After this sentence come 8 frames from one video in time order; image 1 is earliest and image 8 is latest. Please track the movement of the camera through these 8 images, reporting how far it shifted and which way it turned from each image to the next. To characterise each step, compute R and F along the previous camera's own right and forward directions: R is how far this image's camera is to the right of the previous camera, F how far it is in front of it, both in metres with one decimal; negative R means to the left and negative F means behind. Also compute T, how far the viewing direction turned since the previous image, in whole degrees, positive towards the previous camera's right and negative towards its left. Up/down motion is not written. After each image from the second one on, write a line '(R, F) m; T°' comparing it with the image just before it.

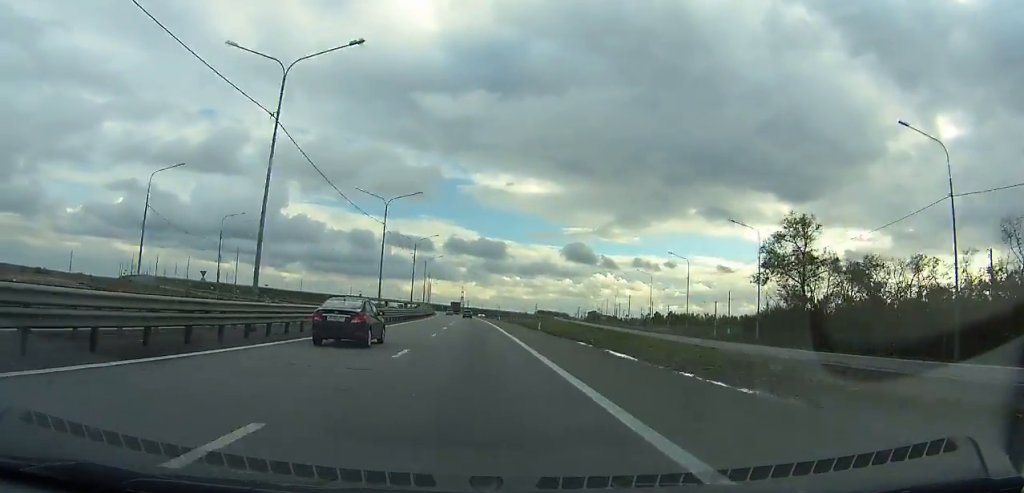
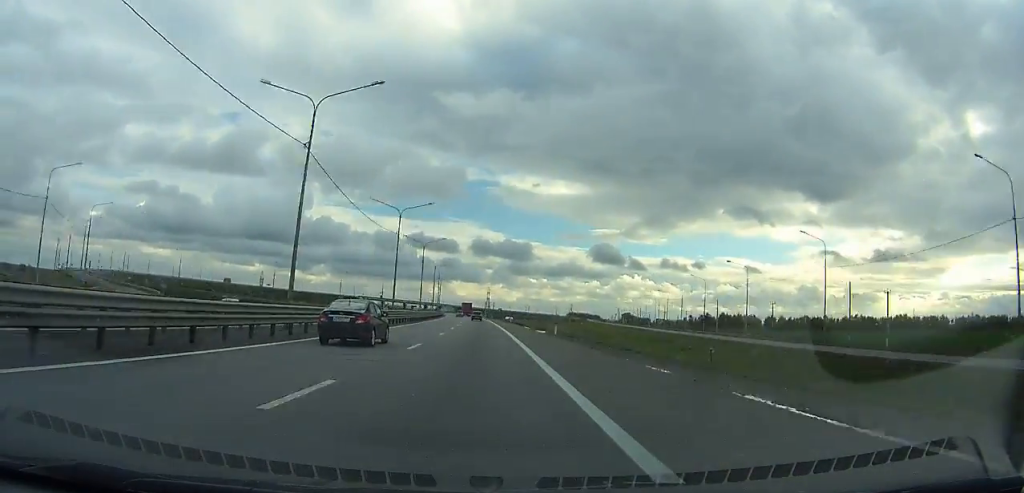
(-0.6, +56.3) m; -2°
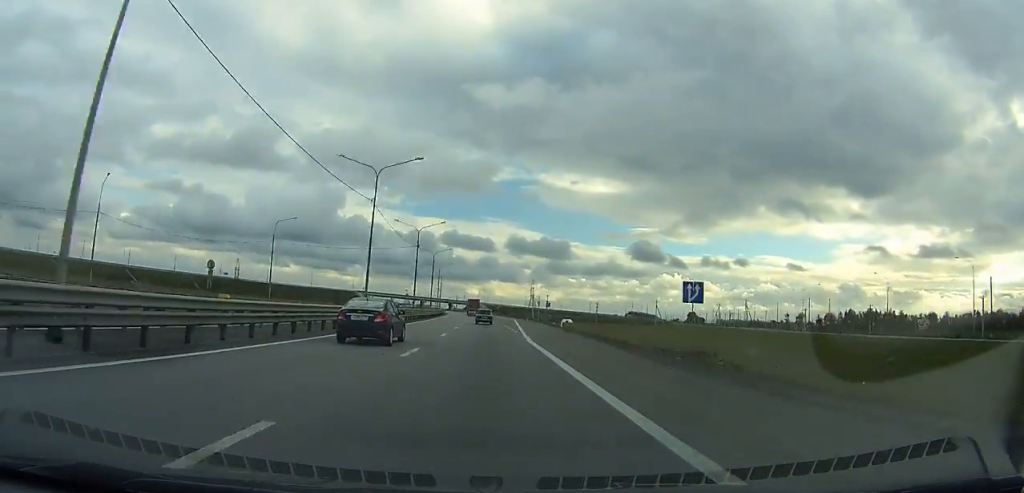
(-6.4, +134.7) m; -5°
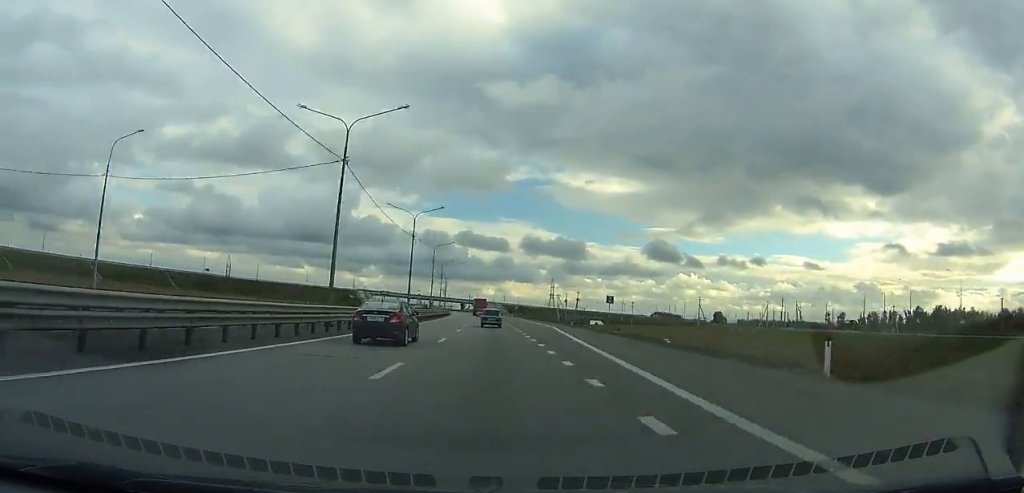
(-0.6, +40.1) m; -1°
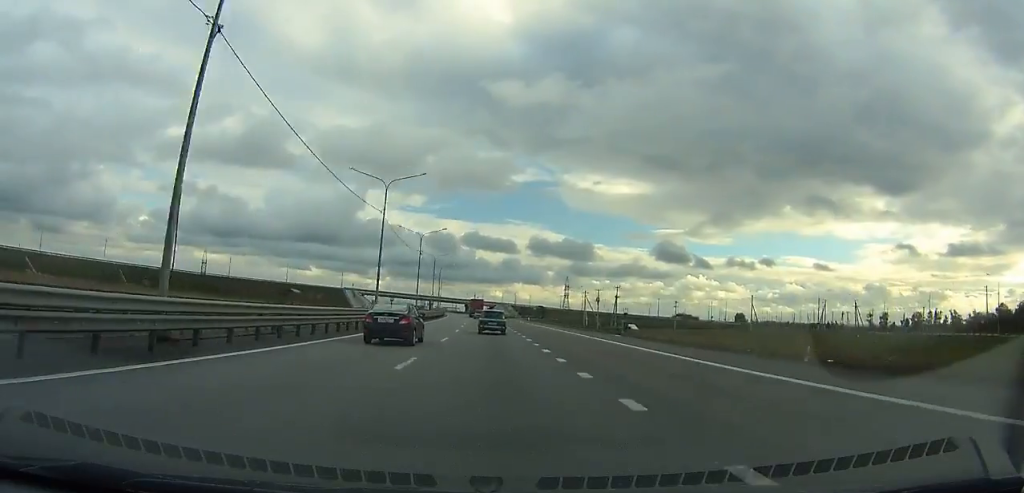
(-0.4, +45.6) m; -1°
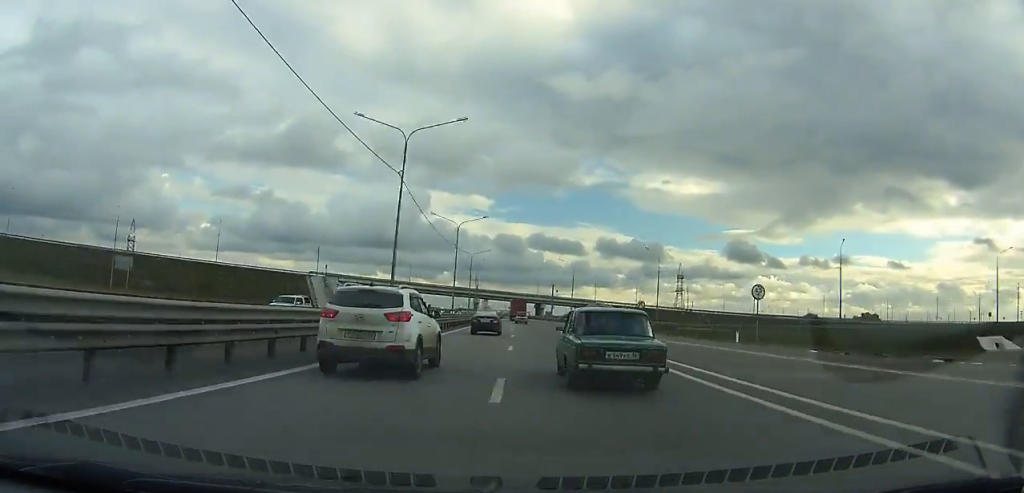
(-6.2, +140.9) m; -5°
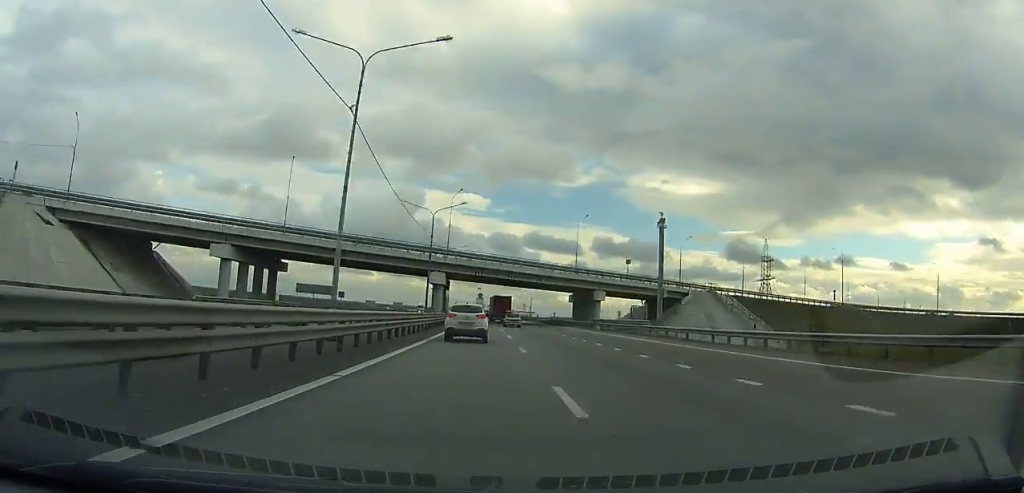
(-2.8, +109.5) m; -3°
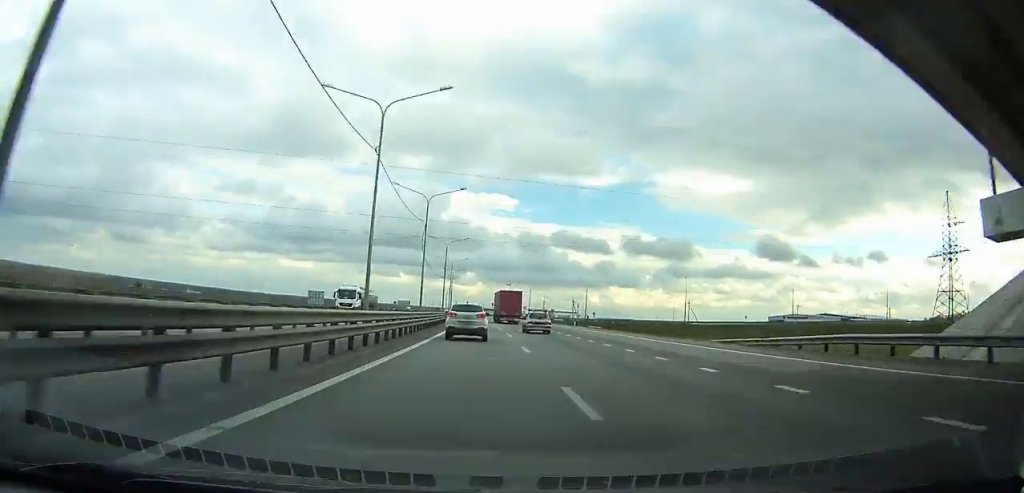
(-0.9, +81.2) m; -2°
